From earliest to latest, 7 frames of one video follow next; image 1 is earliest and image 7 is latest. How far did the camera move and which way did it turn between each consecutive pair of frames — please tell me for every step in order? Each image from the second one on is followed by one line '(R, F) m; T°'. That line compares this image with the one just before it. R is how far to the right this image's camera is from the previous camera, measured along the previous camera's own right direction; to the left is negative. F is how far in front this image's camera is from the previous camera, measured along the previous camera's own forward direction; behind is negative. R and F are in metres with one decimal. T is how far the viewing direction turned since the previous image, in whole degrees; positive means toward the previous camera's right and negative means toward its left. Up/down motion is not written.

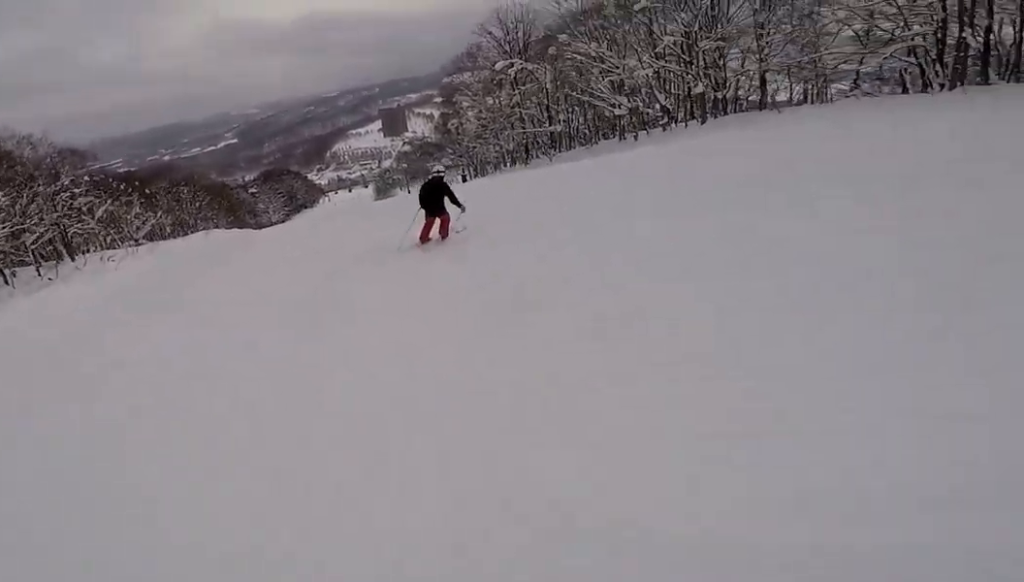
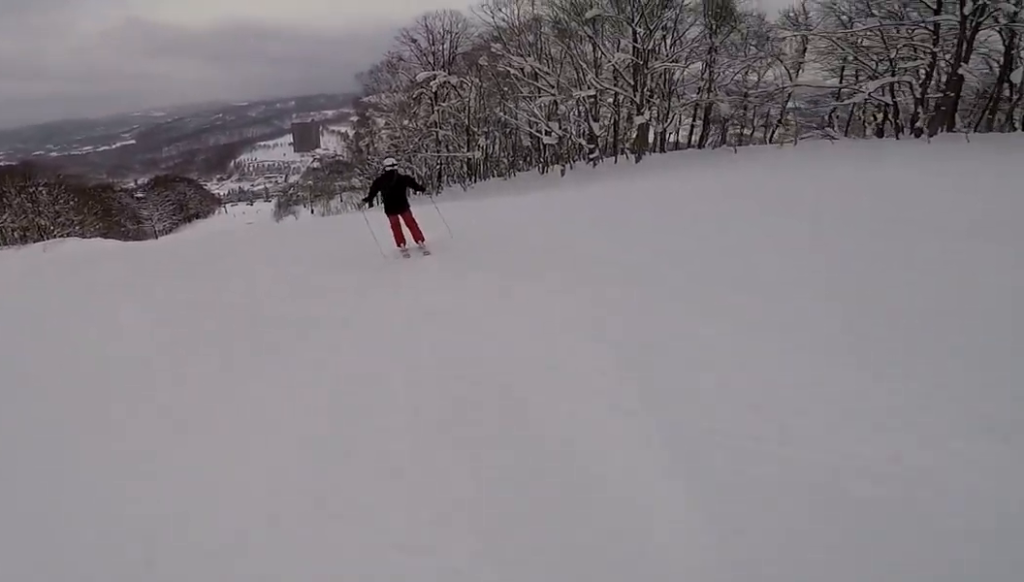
(+0.9, +7.1) m; +2°
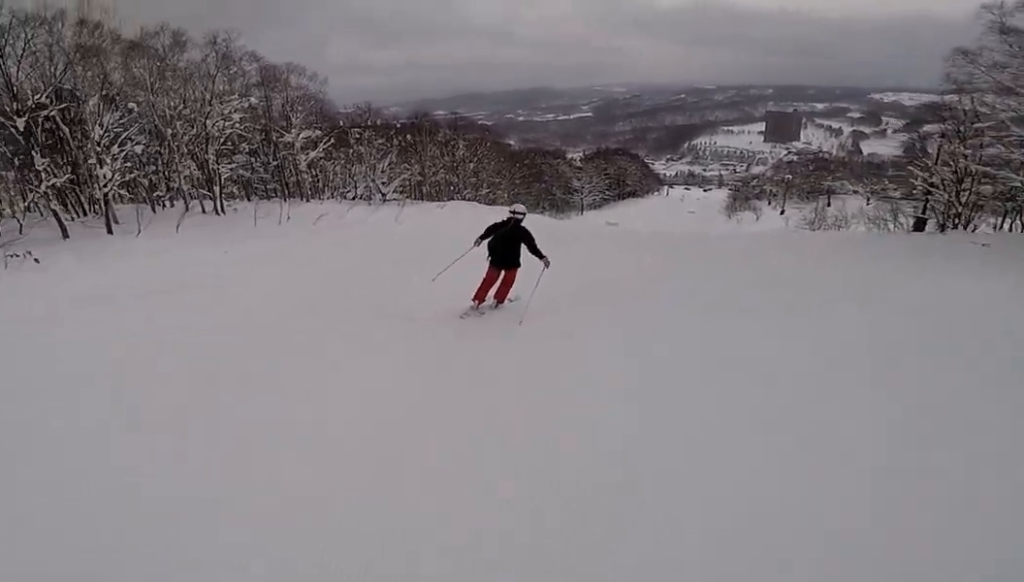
(-5.2, +20.4) m; -21°
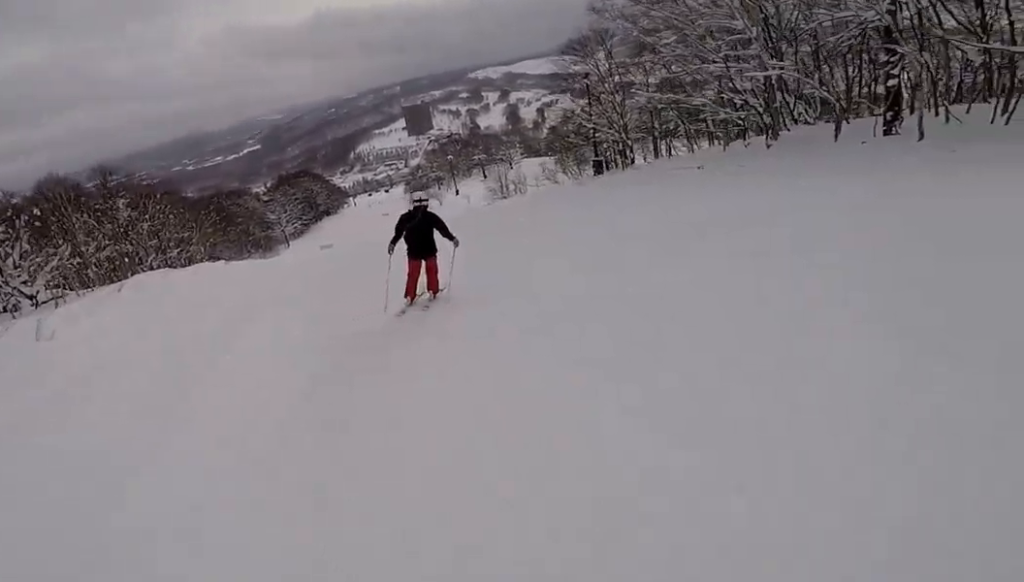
(+0.7, +9.3) m; +16°
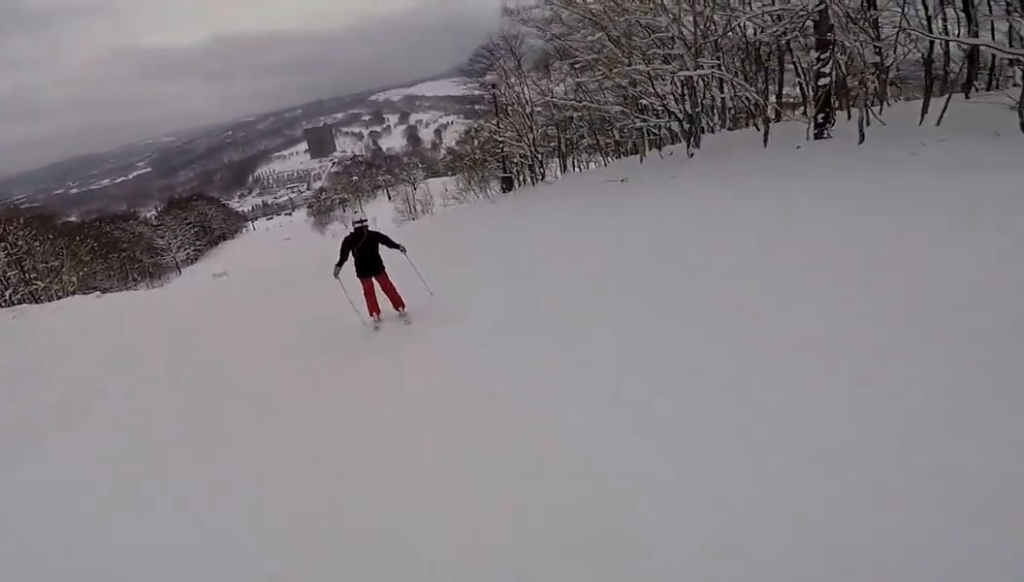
(+0.5, +4.2) m; +1°
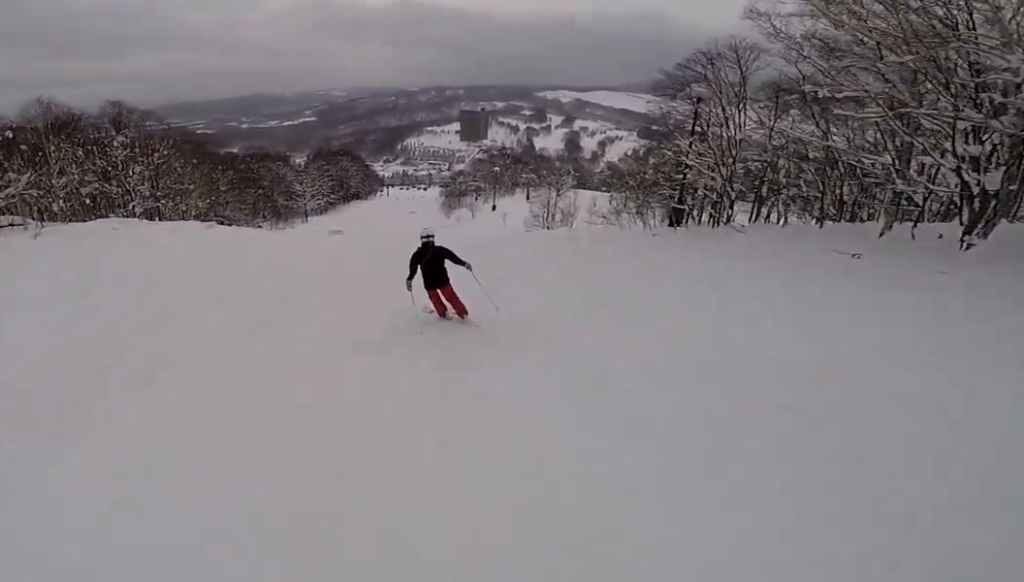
(+1.1, +4.7) m; -5°
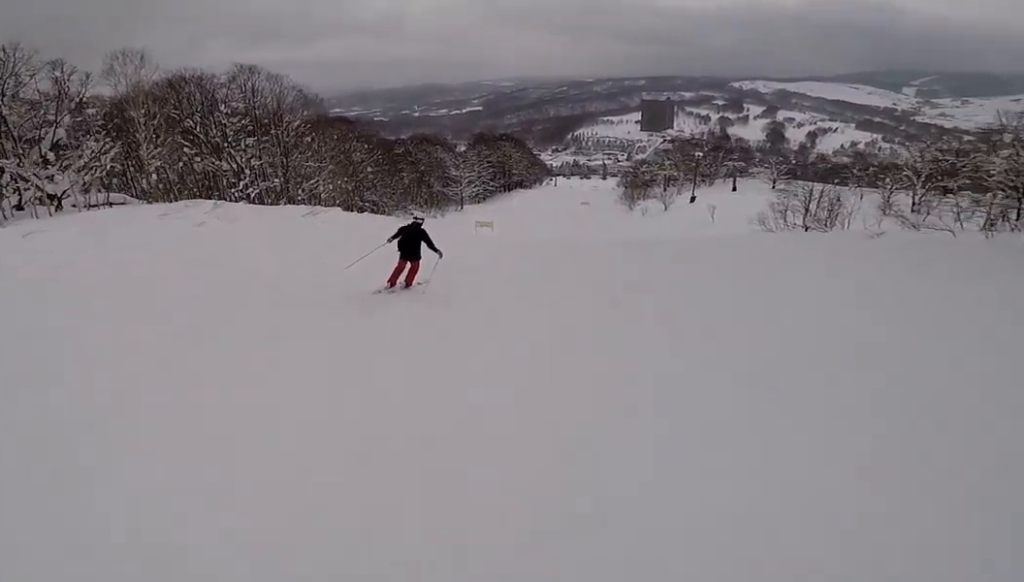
(-3.1, +13.8) m; -5°
